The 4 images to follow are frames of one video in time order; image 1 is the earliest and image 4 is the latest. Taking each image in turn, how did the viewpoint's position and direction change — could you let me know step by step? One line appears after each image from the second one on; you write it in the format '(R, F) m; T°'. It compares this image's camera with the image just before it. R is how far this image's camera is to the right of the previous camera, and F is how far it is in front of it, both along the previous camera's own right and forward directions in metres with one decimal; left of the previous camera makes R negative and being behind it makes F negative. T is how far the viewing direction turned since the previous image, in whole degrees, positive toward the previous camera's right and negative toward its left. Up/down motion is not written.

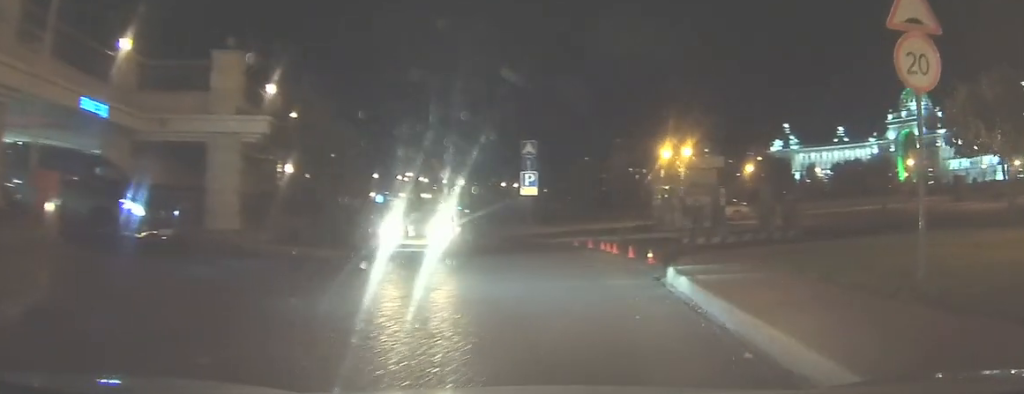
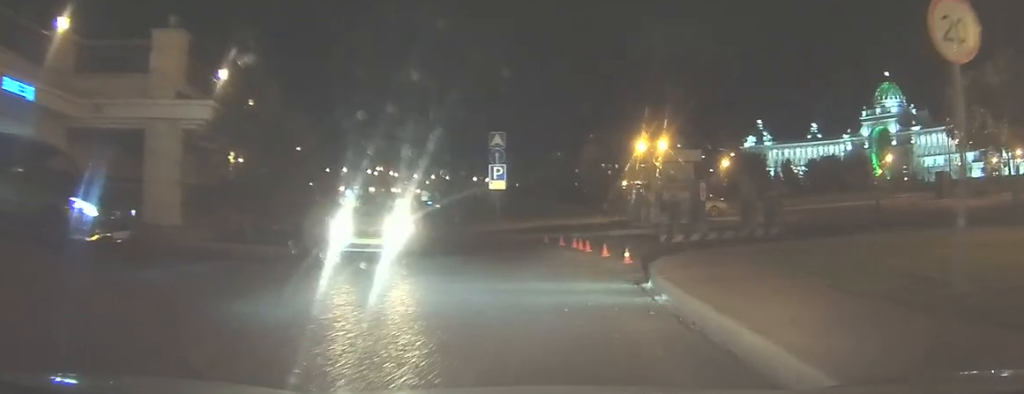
(0.0, +1.0) m; -1°
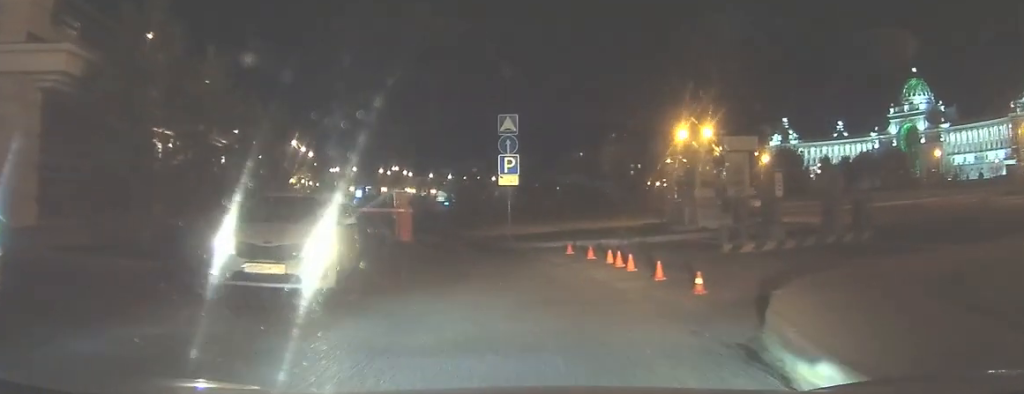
(-0.2, +5.0) m; -6°
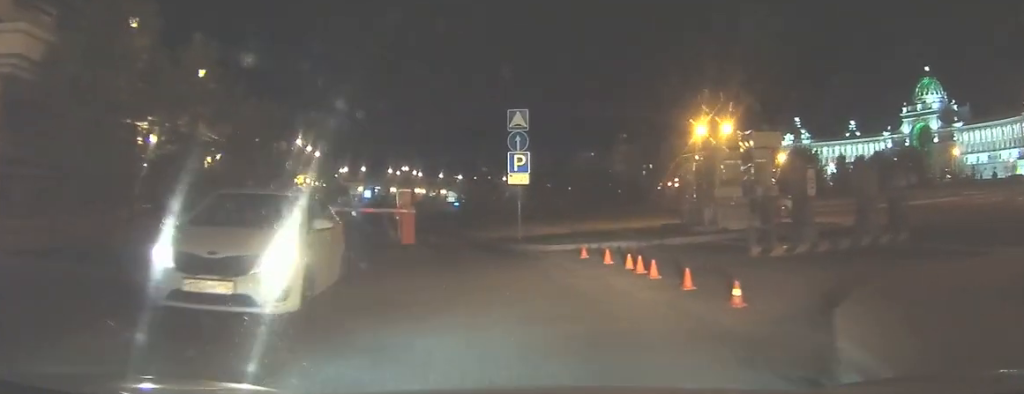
(0.0, +1.3) m; -2°
